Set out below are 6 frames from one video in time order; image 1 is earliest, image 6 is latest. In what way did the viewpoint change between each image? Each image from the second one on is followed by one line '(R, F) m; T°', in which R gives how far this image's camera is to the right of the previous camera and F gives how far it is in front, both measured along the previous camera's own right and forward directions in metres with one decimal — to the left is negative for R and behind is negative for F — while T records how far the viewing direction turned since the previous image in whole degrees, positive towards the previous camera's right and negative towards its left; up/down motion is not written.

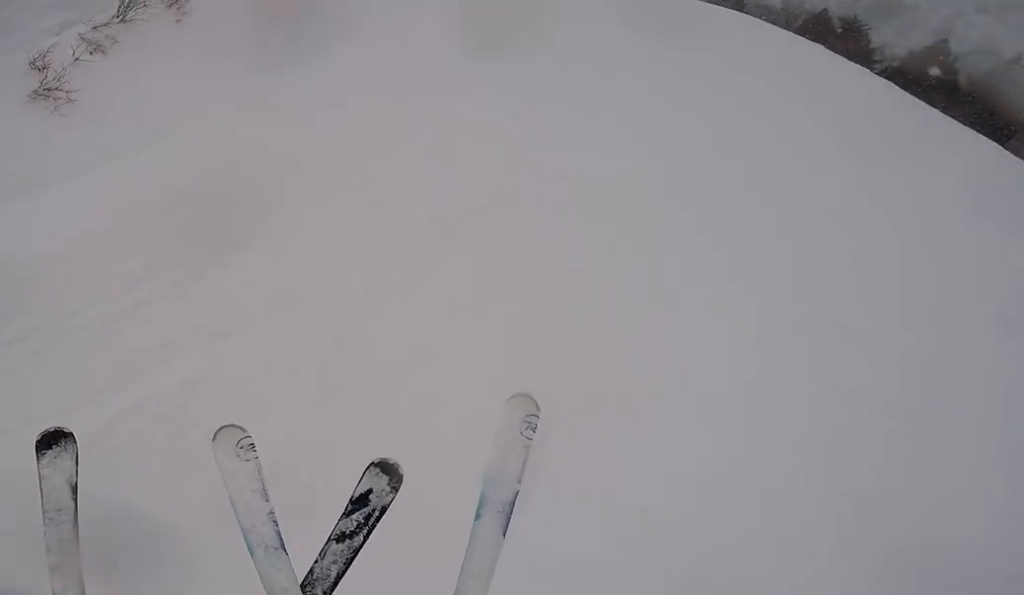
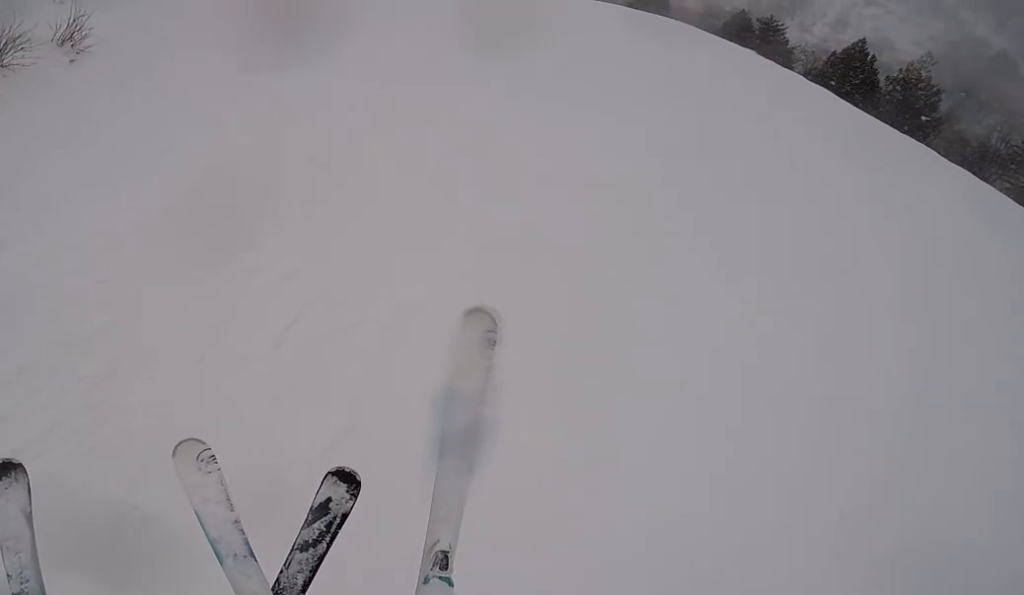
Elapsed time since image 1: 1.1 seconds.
(+0.1, +2.2) m; 0°
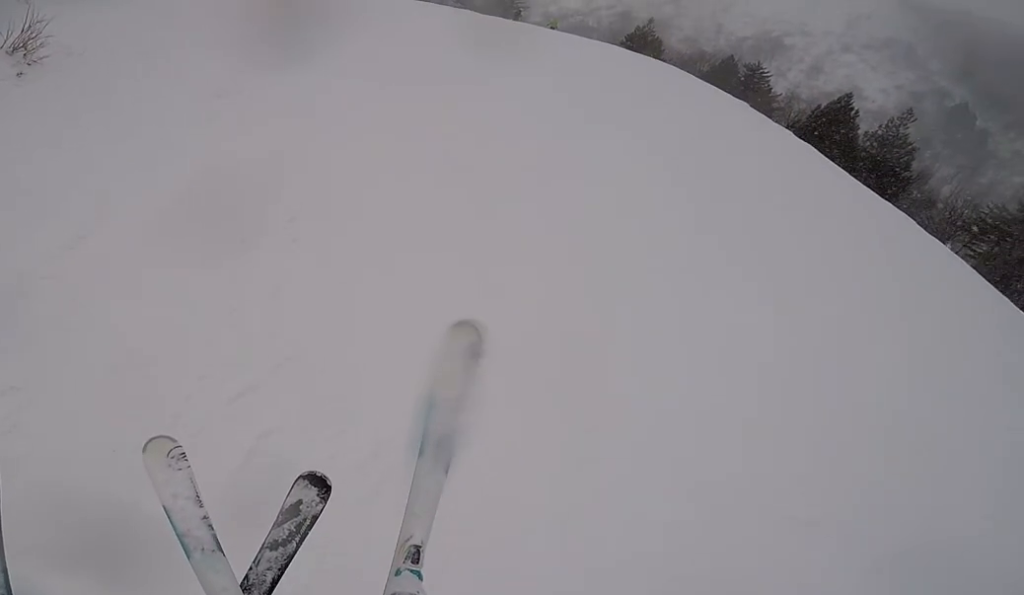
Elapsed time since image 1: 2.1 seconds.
(0.0, +1.9) m; 0°
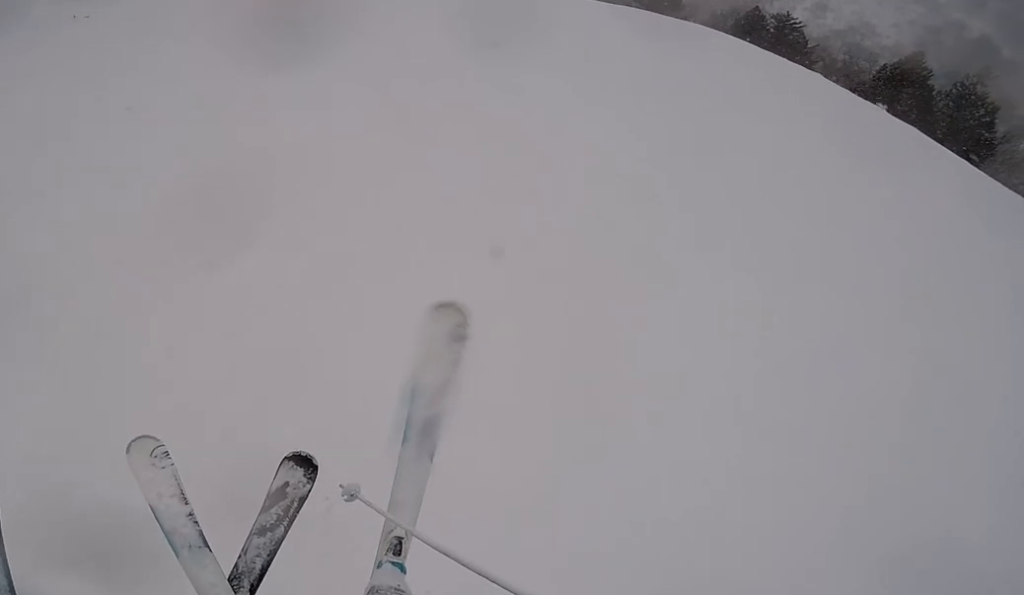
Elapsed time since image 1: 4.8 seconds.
(+0.6, +5.4) m; 0°
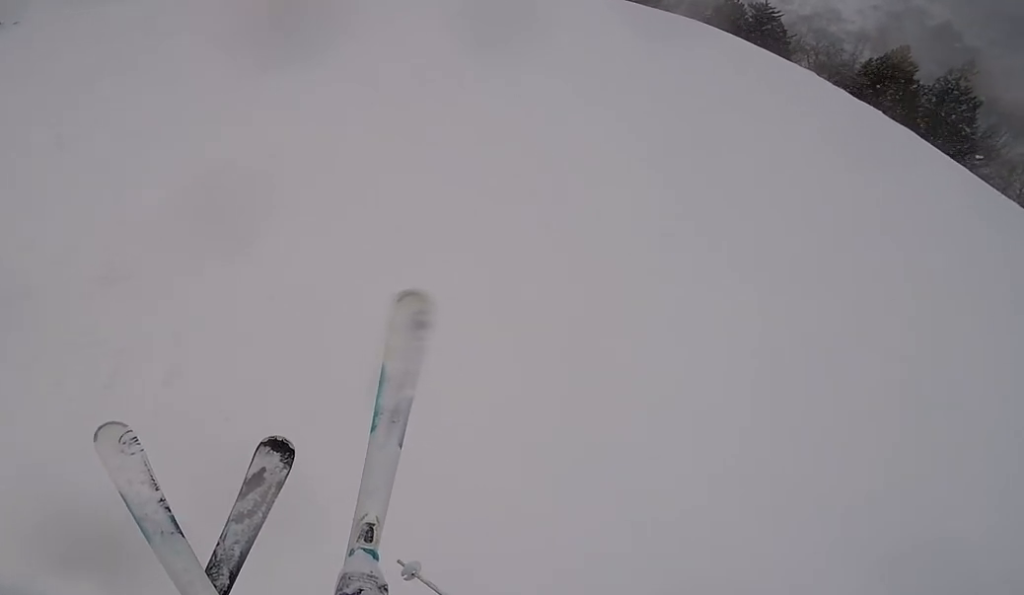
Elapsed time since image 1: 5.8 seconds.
(-1.0, +2.1) m; 0°
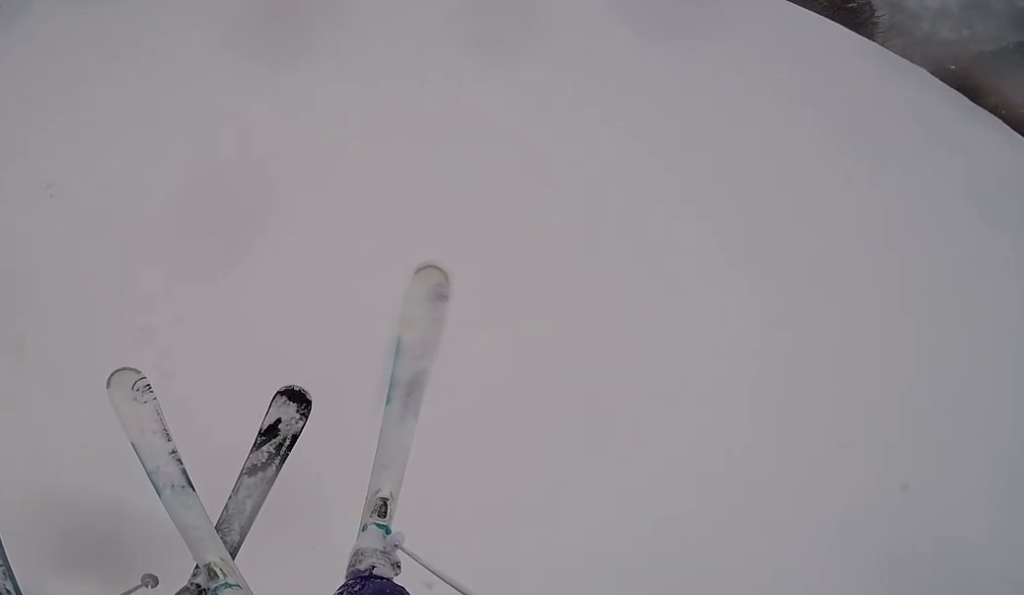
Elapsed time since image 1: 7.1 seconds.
(+0.5, +2.5) m; 0°
